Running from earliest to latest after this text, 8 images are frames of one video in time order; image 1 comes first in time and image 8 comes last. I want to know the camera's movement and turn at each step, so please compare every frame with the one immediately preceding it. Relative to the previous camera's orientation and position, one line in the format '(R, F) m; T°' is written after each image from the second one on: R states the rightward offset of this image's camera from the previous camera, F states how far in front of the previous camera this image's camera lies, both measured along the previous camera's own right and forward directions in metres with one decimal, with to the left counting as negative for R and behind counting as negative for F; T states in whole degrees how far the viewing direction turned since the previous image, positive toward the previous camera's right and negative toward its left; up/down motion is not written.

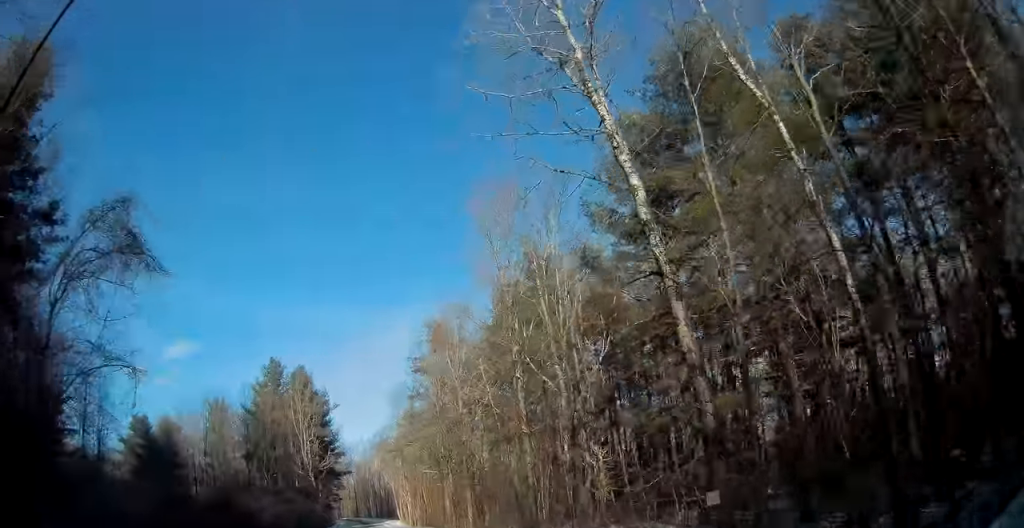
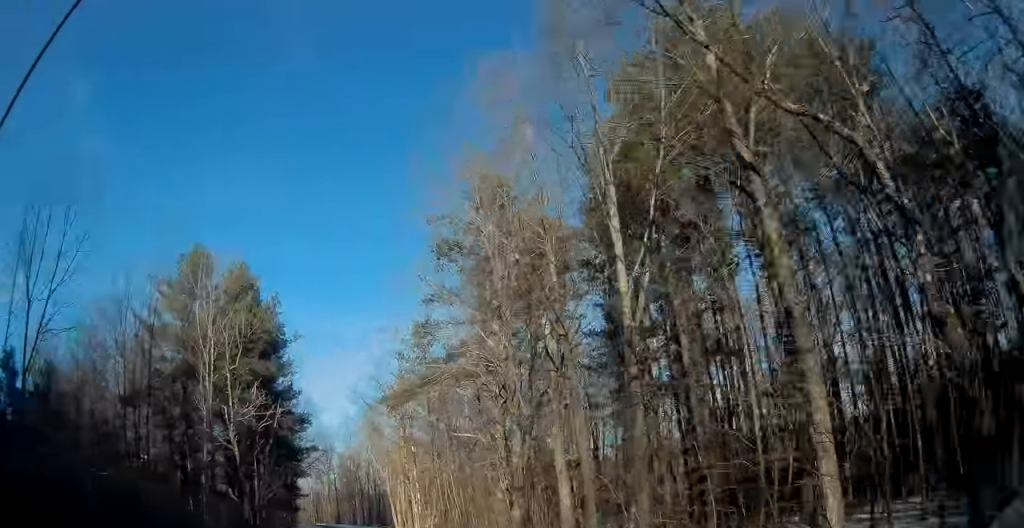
(-0.2, +26.6) m; 0°
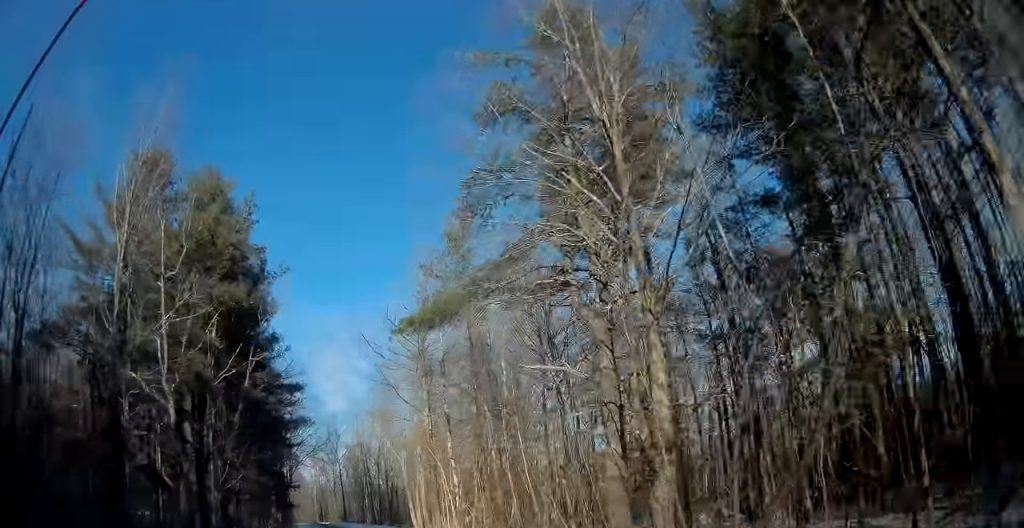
(+0.3, +10.5) m; 0°
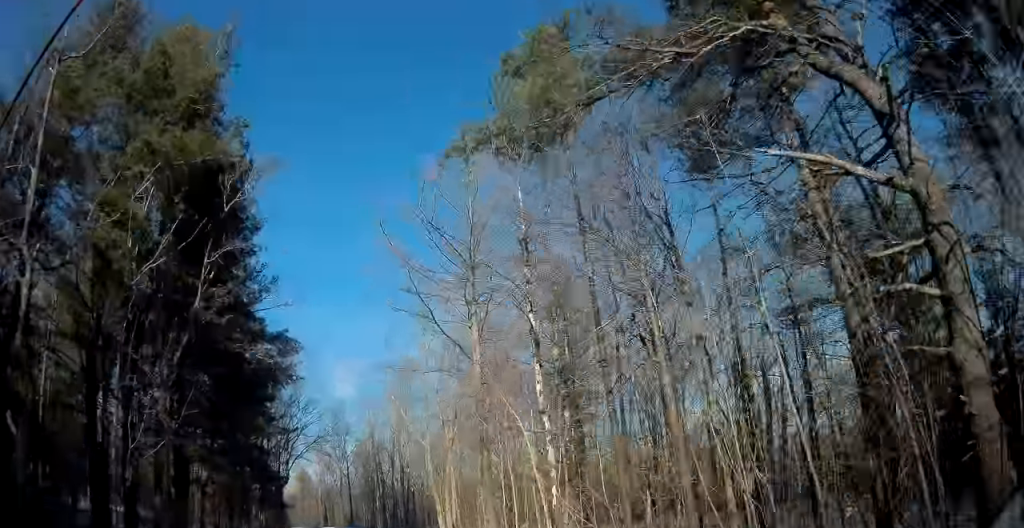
(-0.2, +9.7) m; 0°
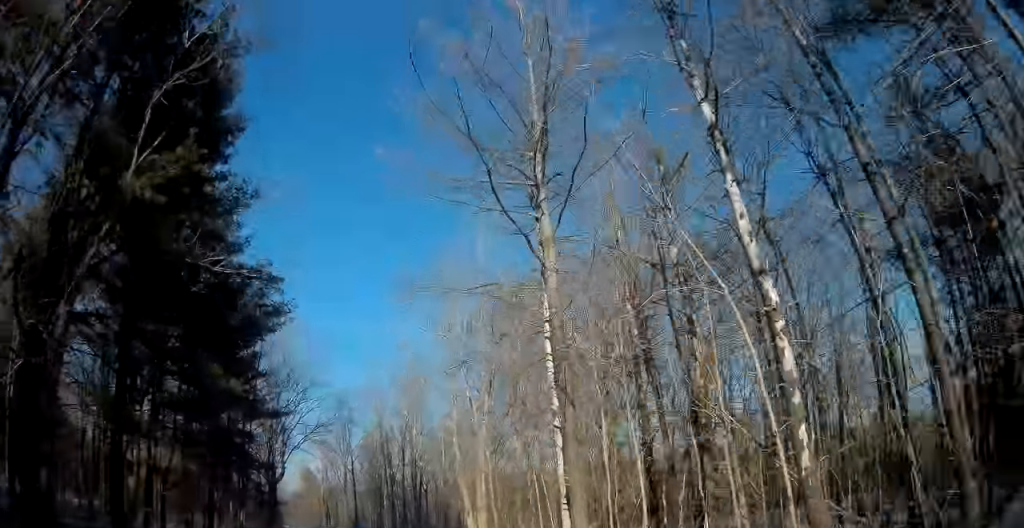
(+0.1, +6.6) m; -1°
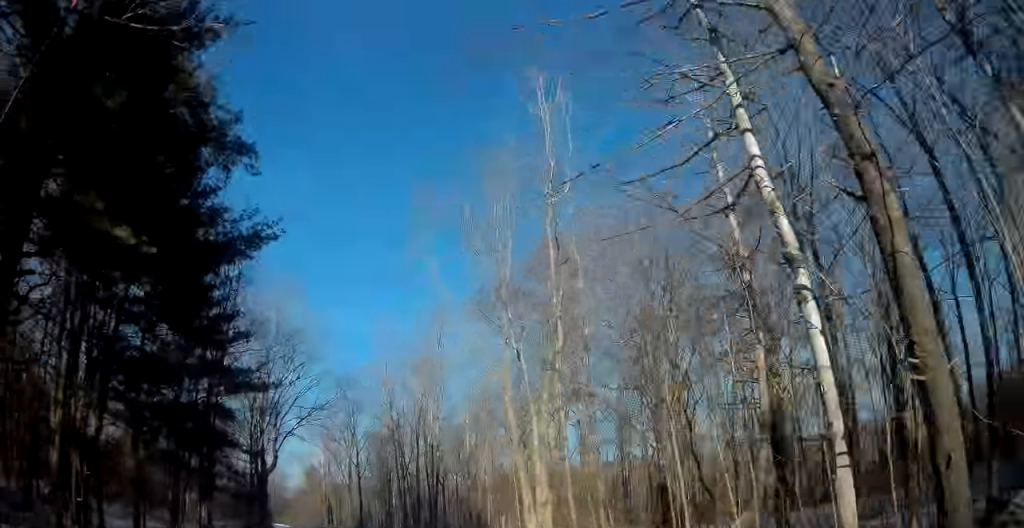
(0.0, +7.1) m; -2°
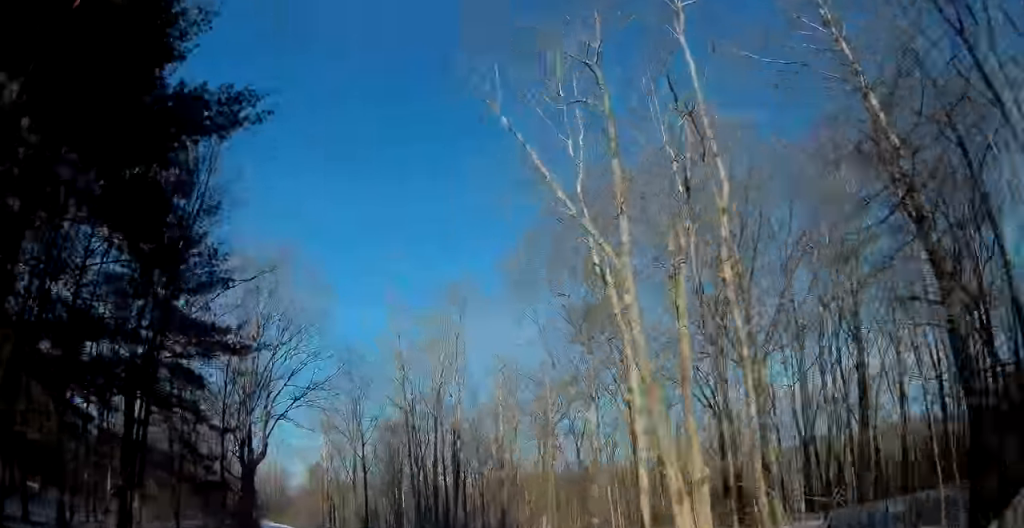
(-0.2, +6.4) m; -2°
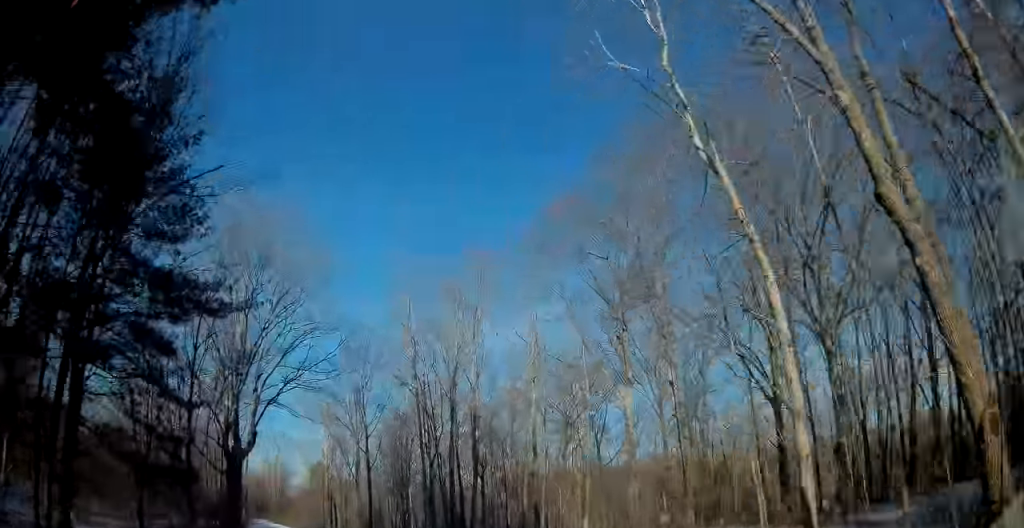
(0.0, +4.3) m; 0°
